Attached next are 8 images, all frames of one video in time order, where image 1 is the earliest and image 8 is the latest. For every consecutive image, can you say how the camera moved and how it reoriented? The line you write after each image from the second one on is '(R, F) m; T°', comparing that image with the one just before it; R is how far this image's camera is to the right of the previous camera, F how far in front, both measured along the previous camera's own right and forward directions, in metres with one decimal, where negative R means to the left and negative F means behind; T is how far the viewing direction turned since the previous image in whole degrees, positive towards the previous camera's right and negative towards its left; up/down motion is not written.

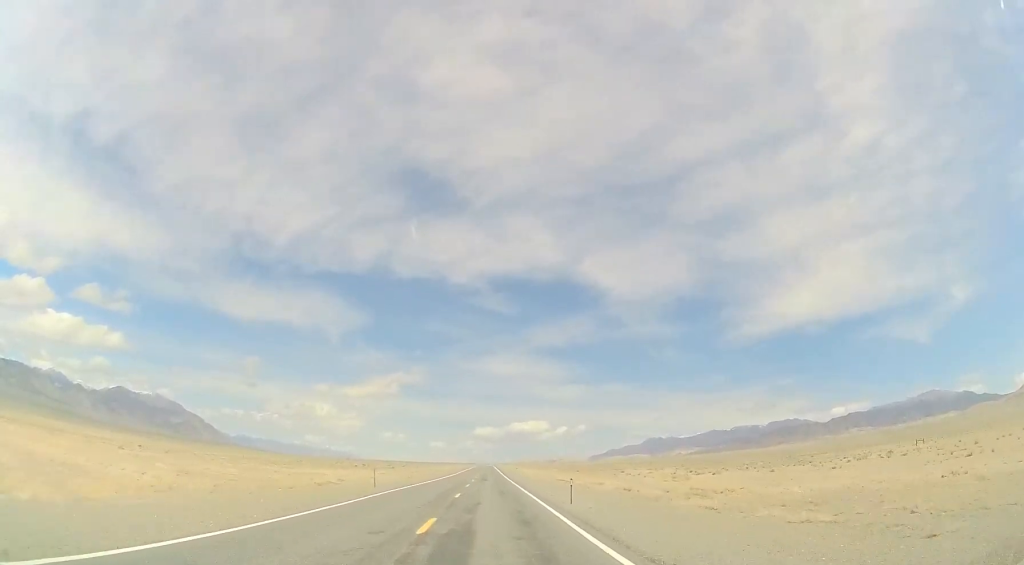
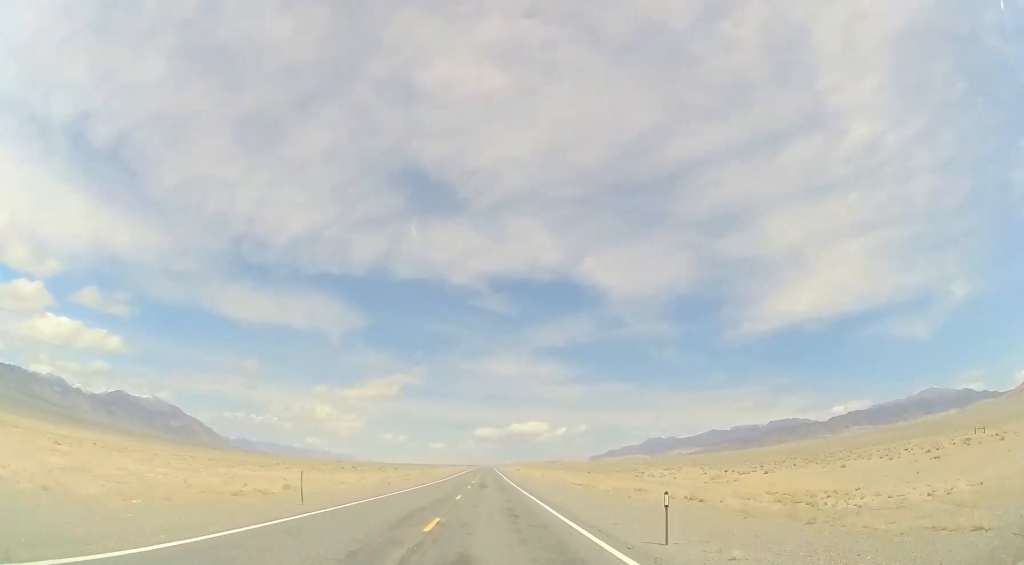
(+0.1, +12.9) m; +1°
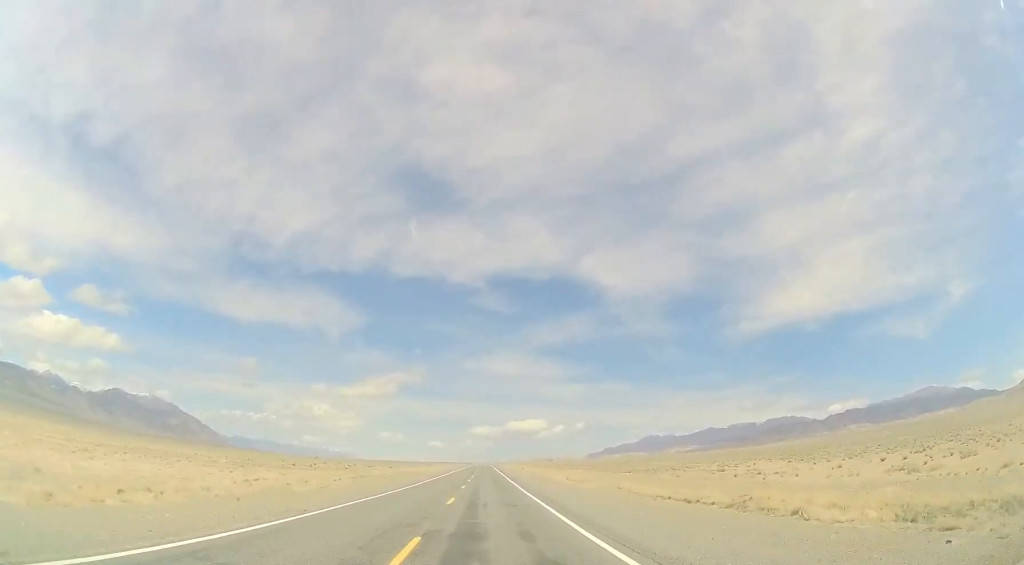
(+0.4, +31.9) m; +1°
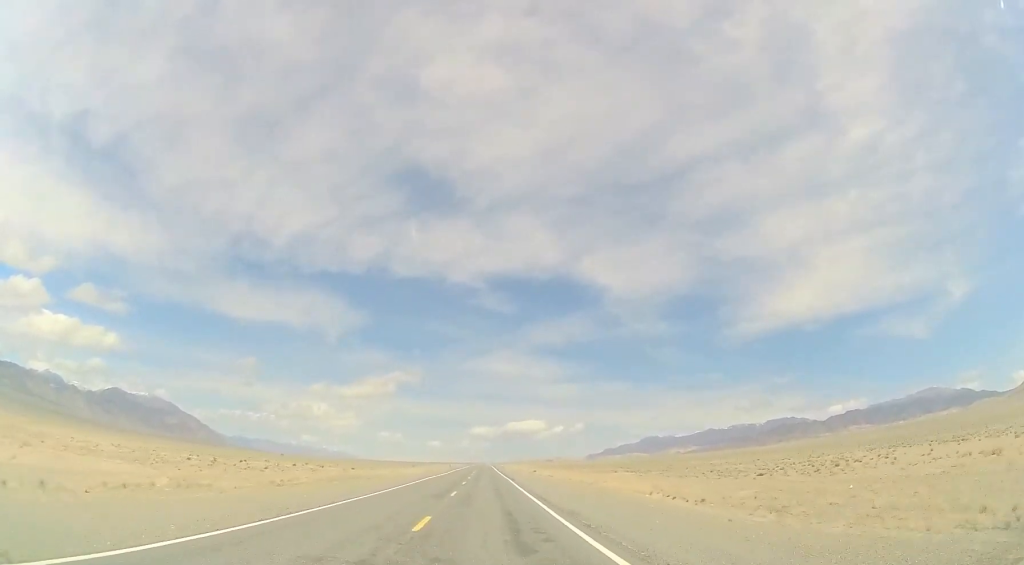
(0.0, +36.3) m; 0°
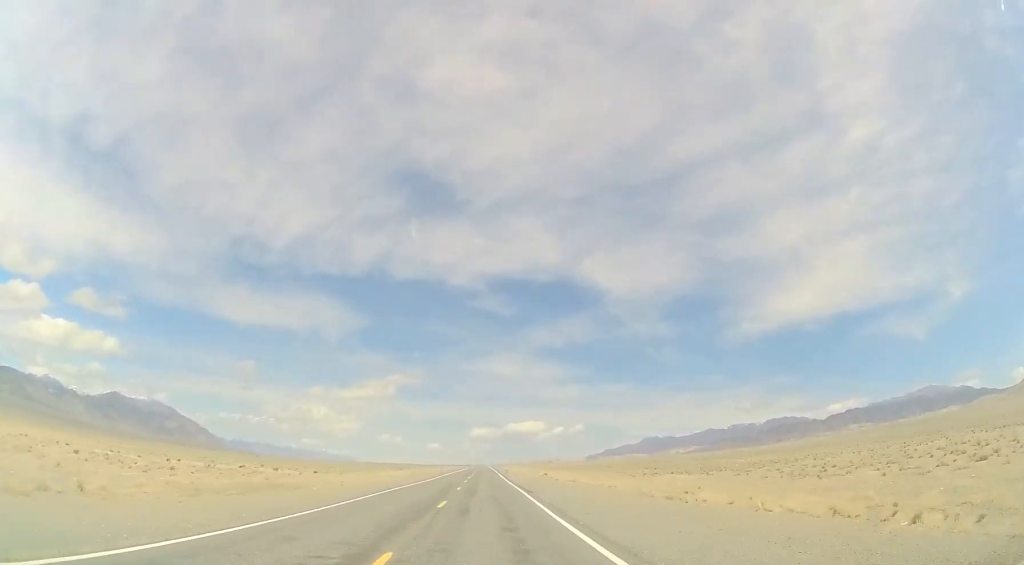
(-0.1, +20.4) m; 0°
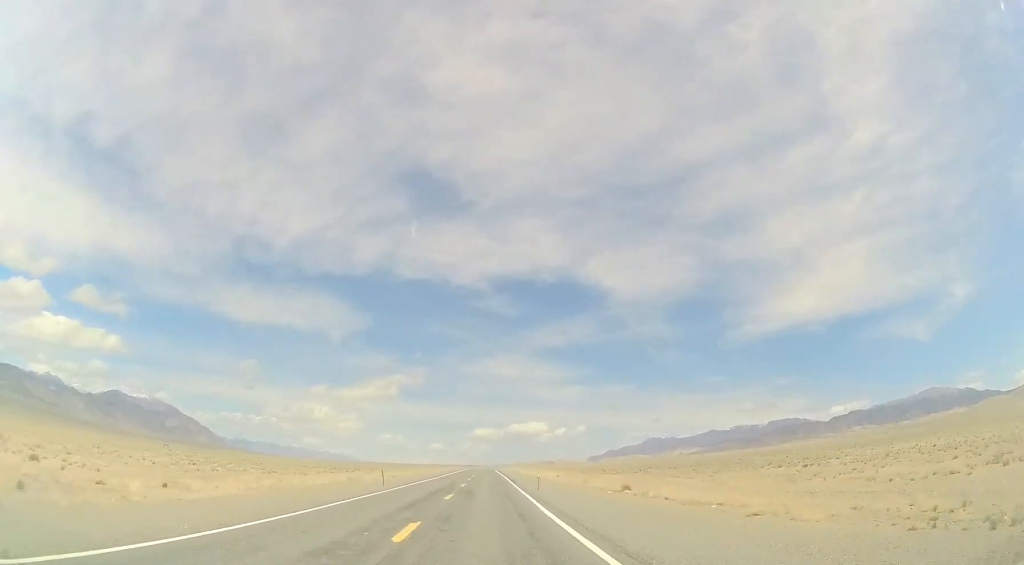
(+0.2, +50.0) m; 0°
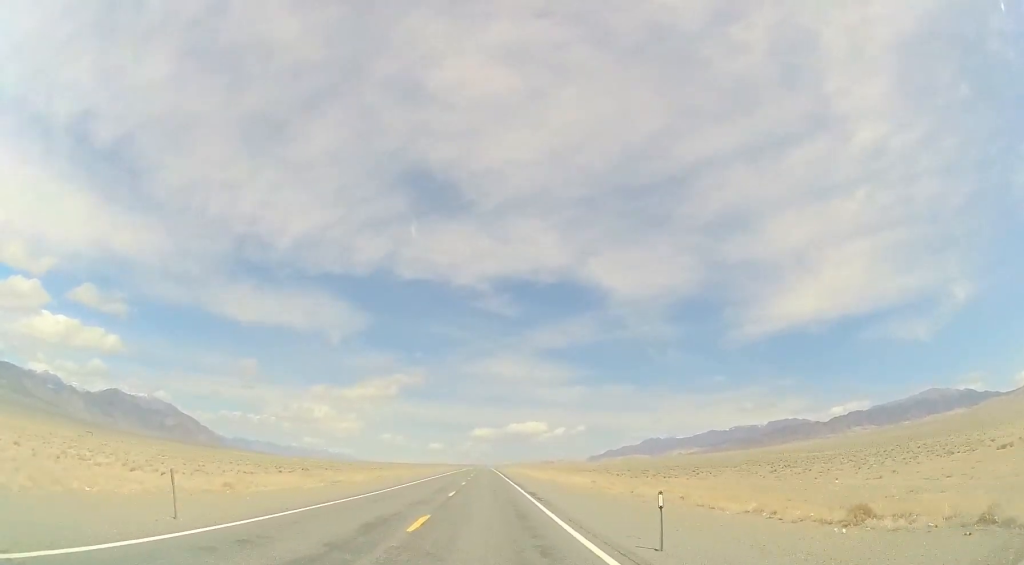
(-0.5, +25.6) m; 0°
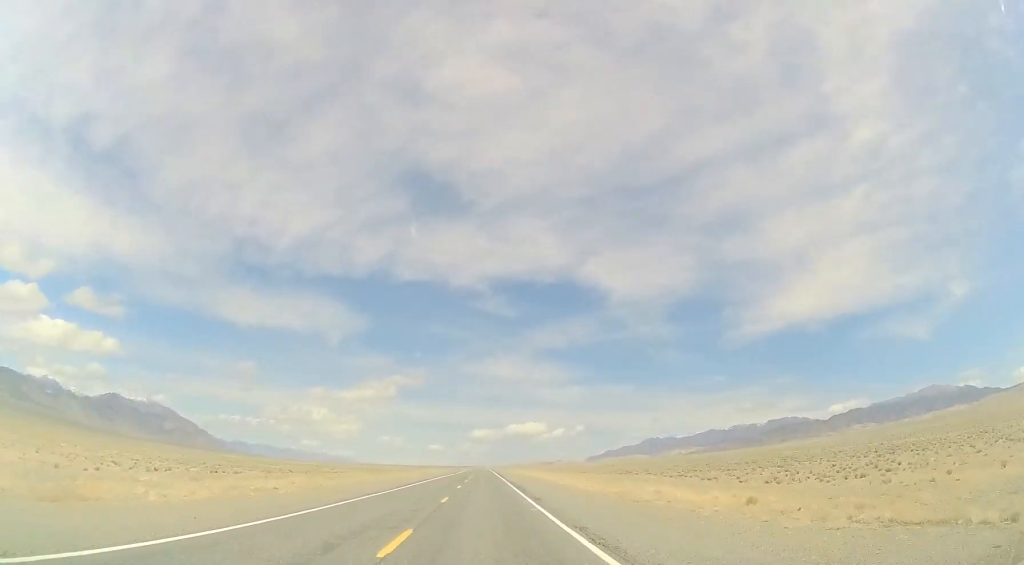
(+0.5, +31.0) m; +1°
